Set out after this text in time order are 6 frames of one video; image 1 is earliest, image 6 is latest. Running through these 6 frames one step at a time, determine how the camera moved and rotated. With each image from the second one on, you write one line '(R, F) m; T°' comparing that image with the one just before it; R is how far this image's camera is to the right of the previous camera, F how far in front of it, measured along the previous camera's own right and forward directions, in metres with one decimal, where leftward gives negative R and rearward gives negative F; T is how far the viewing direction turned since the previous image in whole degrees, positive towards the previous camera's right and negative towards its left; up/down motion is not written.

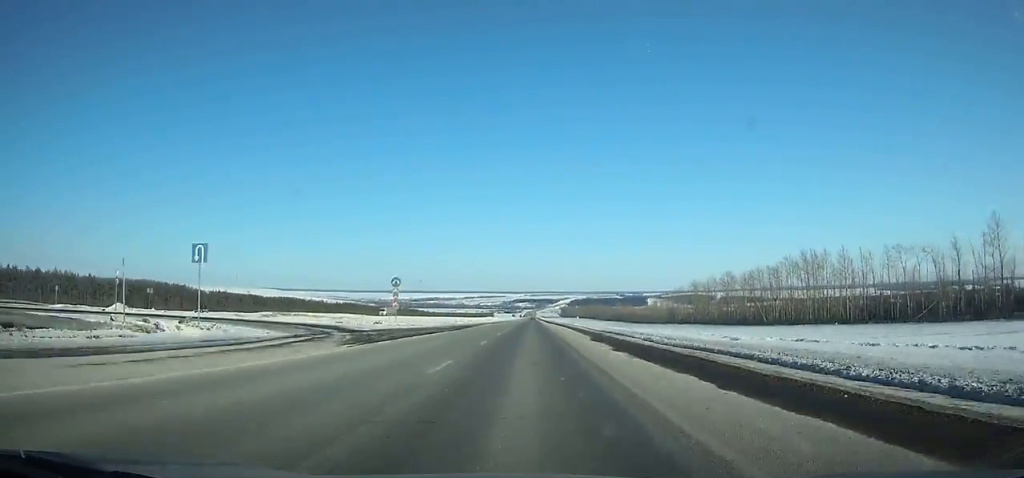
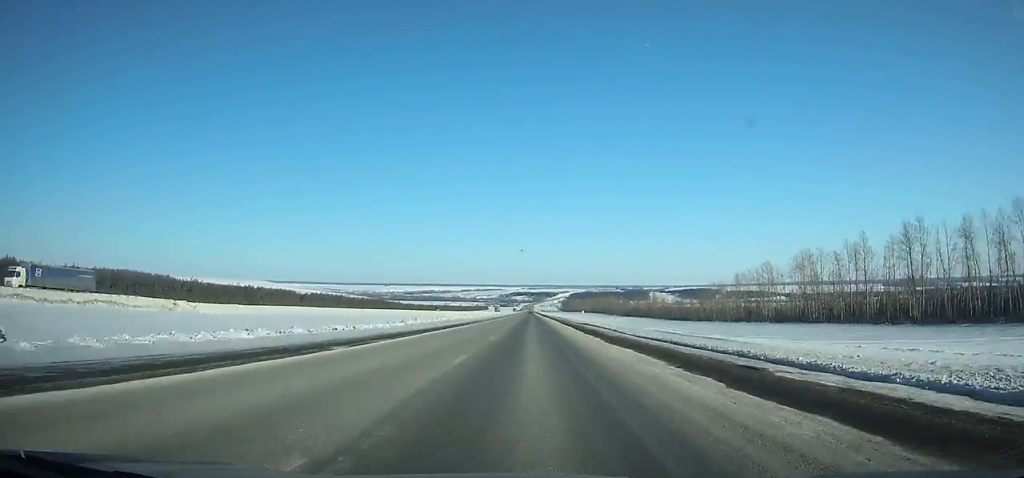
(-0.2, +102.5) m; 0°
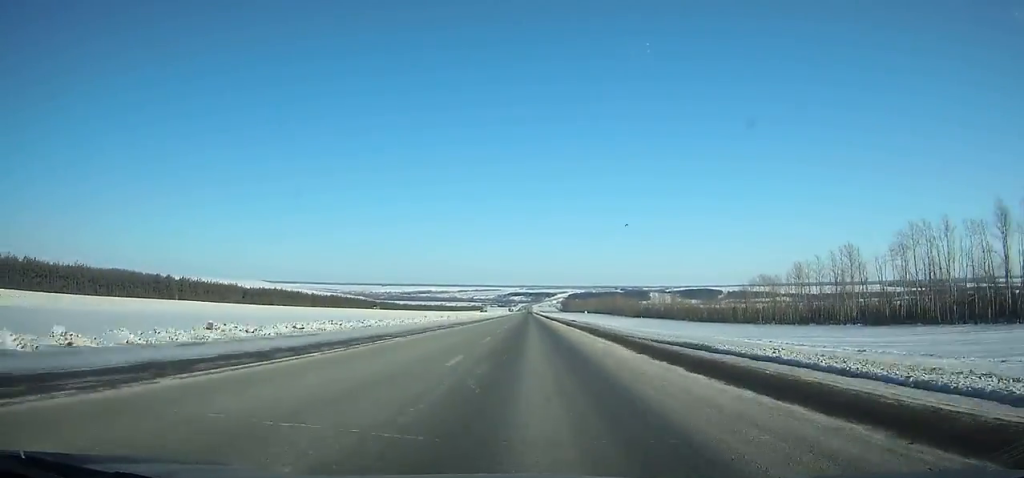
(0.0, +45.3) m; 0°
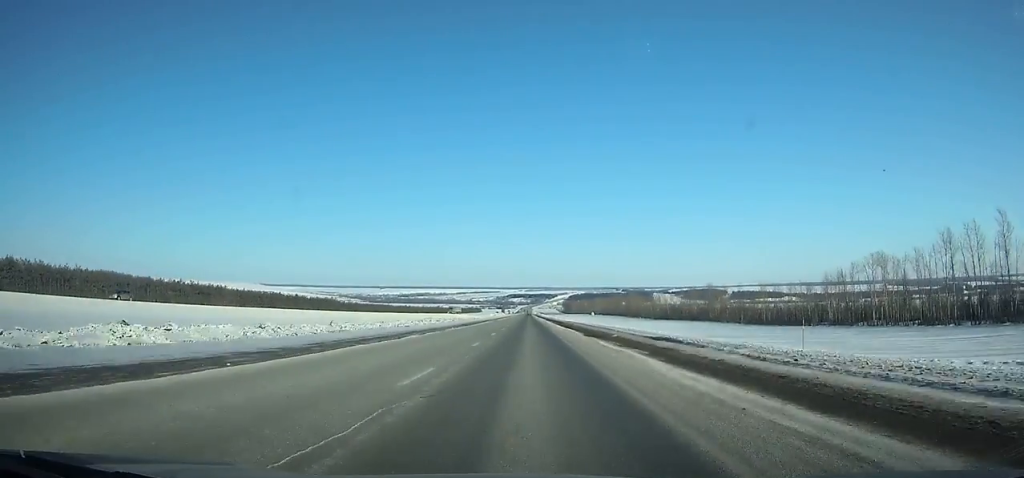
(0.0, +62.0) m; 0°
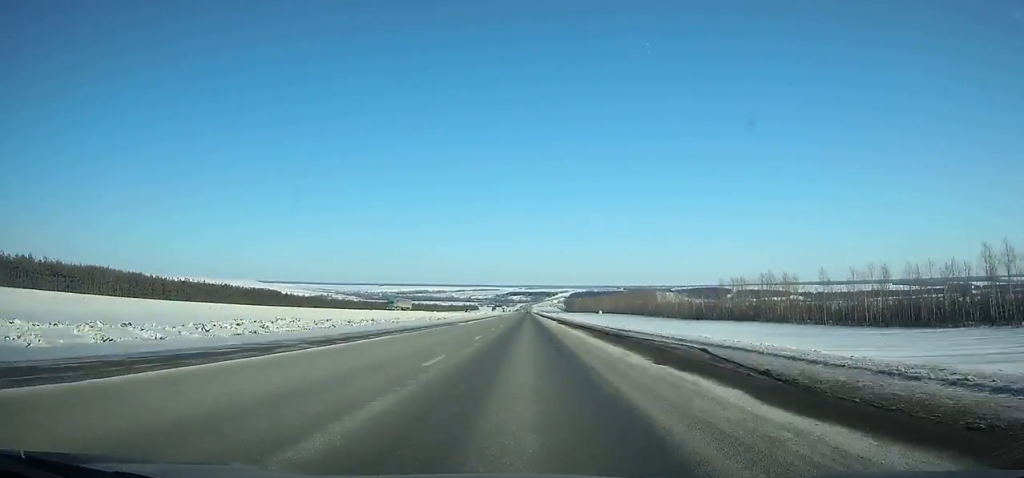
(0.0, +54.4) m; 0°
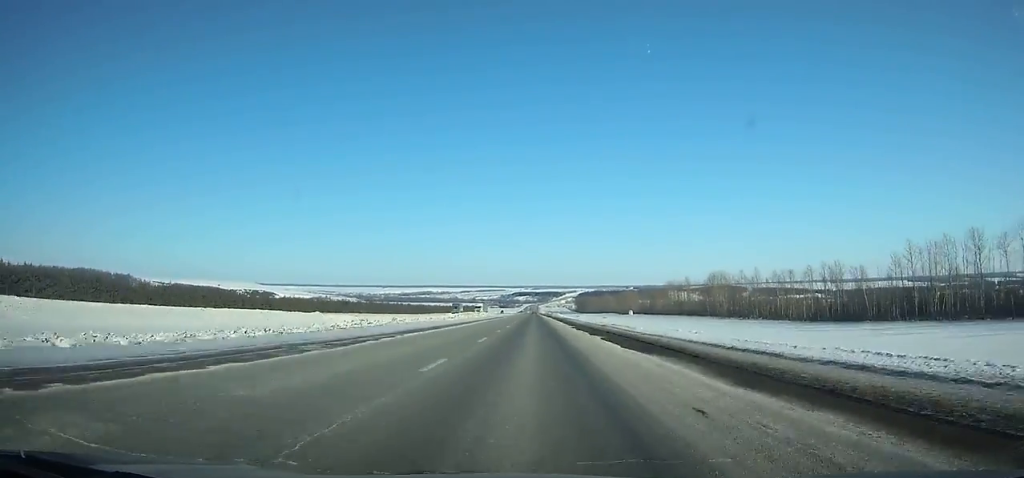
(-0.2, +105.0) m; 0°
